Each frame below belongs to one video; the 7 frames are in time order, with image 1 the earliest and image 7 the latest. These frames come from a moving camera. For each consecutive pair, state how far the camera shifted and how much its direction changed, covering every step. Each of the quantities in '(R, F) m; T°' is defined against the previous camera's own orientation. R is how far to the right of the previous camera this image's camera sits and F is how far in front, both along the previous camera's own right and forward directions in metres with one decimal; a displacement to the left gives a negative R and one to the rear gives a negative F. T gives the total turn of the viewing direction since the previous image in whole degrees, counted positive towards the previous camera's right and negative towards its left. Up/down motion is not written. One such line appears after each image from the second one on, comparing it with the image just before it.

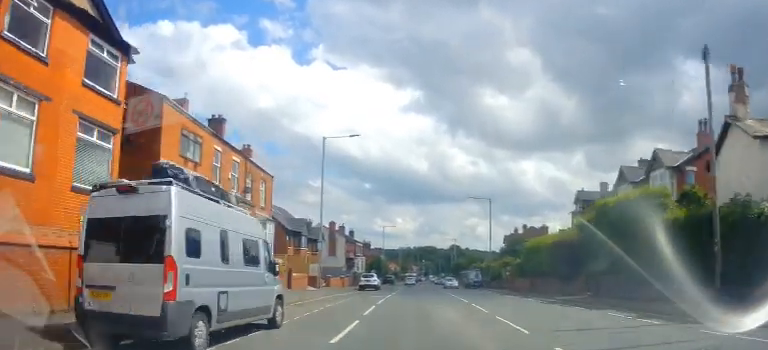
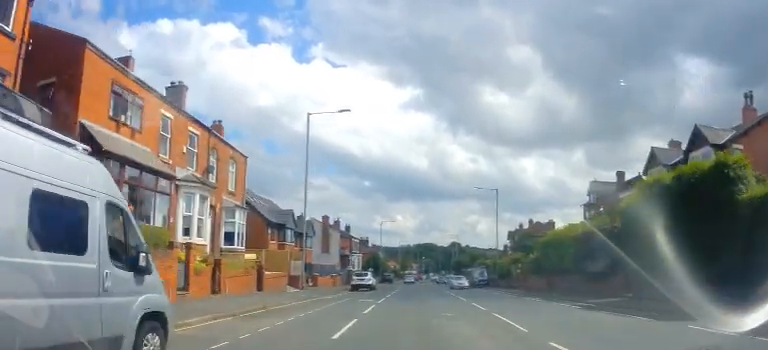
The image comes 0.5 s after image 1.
(+0.1, +5.5) m; 0°
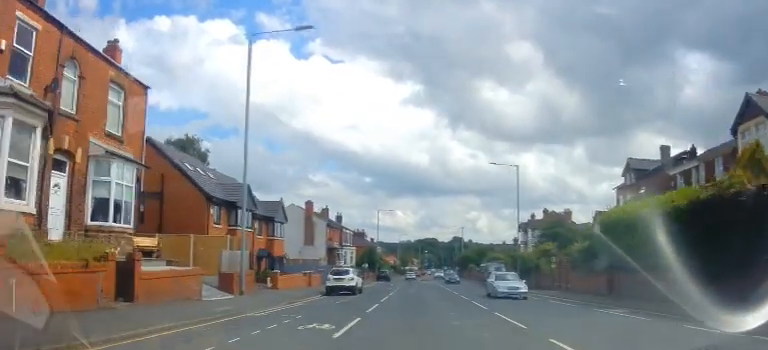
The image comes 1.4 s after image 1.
(-0.1, +11.7) m; 0°
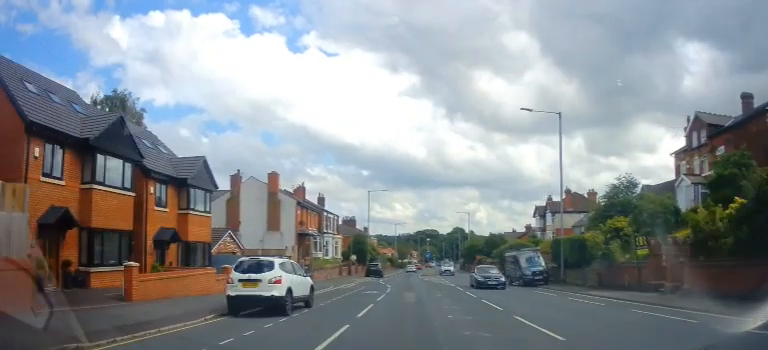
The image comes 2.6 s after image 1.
(+0.1, +14.9) m; -1°
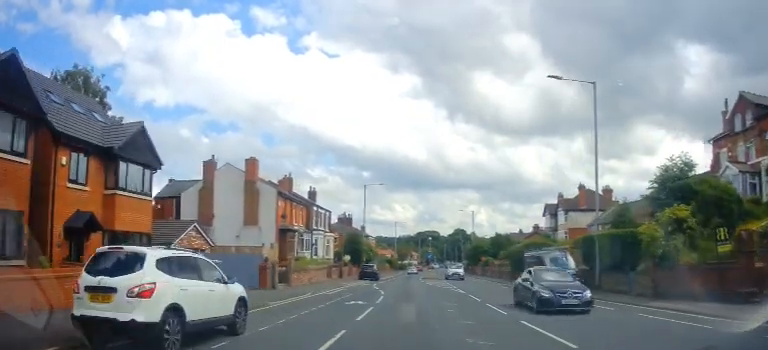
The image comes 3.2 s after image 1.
(-0.1, +6.7) m; -1°
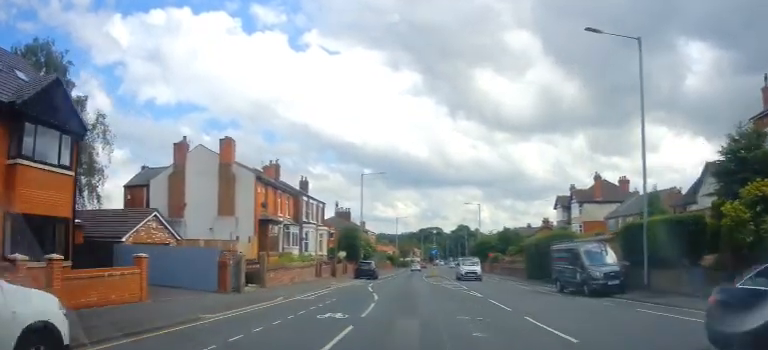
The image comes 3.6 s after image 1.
(-0.1, +5.6) m; 0°
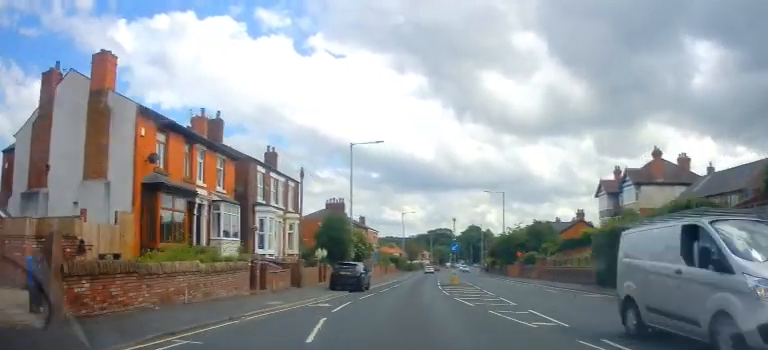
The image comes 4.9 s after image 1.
(+0.2, +16.0) m; +1°
